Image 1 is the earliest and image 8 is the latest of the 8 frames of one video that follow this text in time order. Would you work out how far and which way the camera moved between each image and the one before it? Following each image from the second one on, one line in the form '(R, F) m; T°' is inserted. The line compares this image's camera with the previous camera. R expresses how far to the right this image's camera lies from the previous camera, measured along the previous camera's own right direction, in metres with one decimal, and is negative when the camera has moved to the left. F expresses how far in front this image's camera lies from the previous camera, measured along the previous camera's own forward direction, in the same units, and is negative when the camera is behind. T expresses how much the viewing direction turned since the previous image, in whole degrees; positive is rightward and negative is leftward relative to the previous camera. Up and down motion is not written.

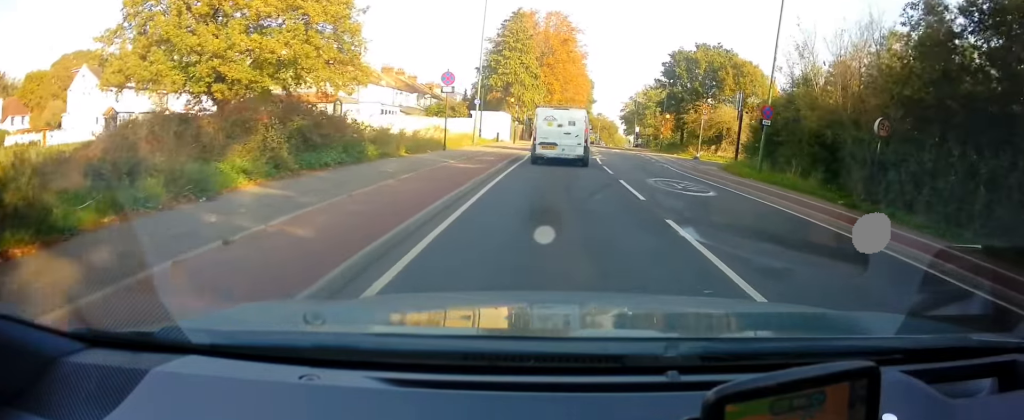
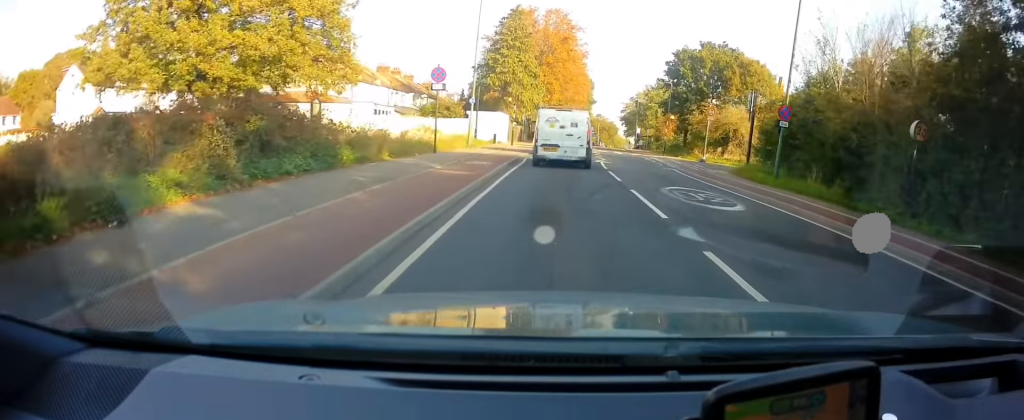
(-0.1, +2.0) m; 0°
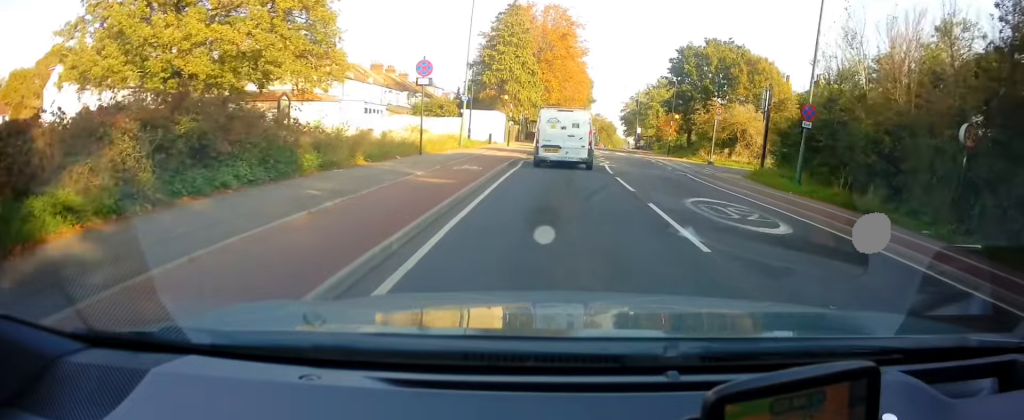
(+0.1, +2.4) m; +2°
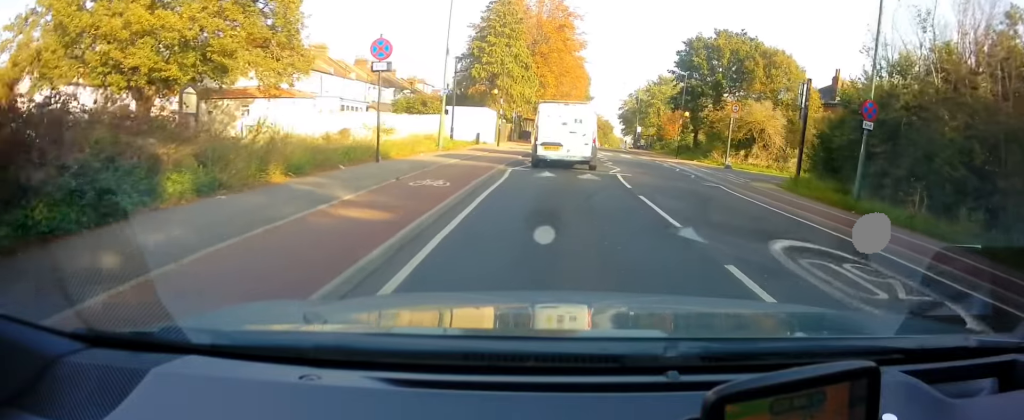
(+0.2, +4.8) m; +1°
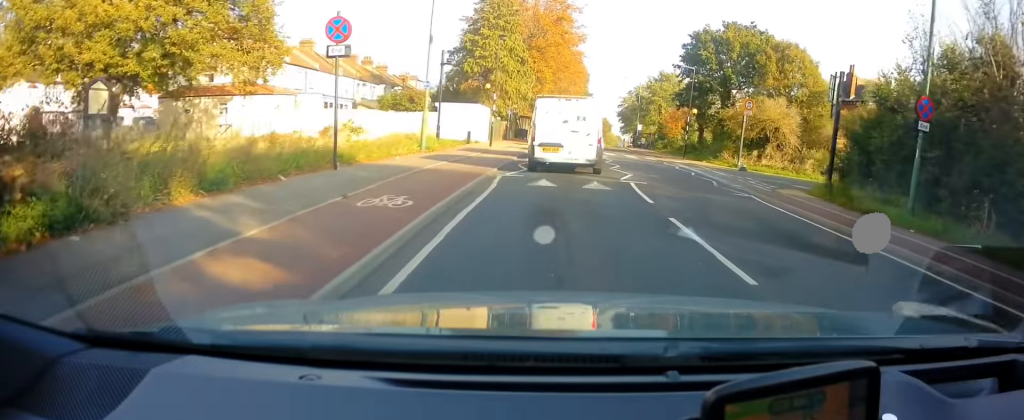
(-0.1, +3.2) m; -1°
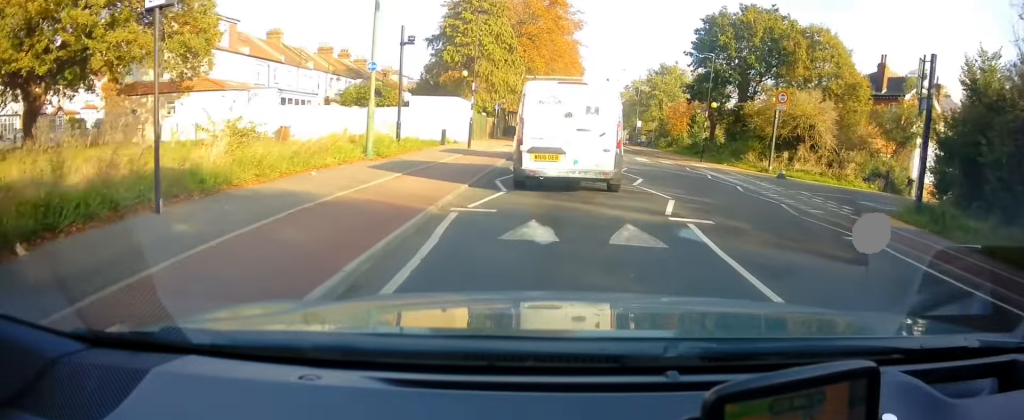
(+0.2, +7.2) m; +5°
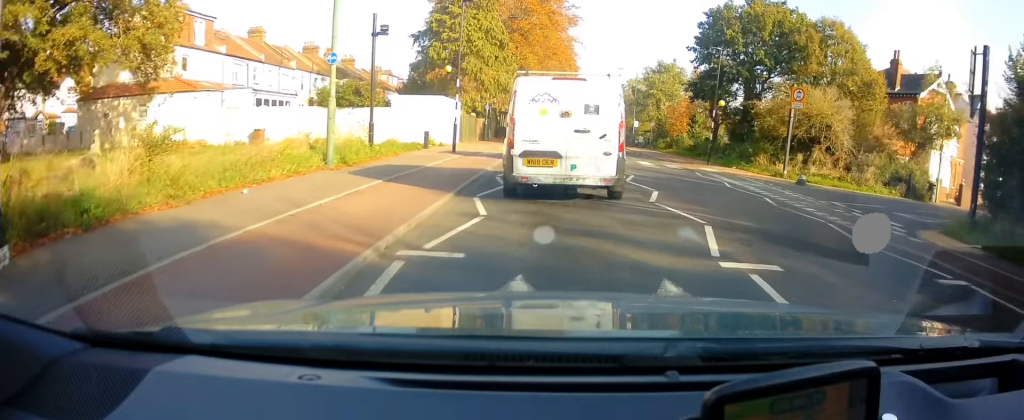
(0.0, +3.7) m; -1°
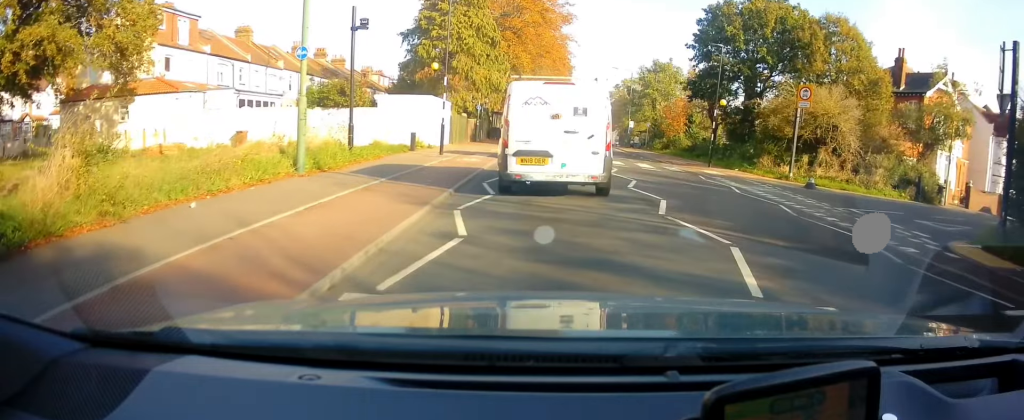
(+0.1, +1.8) m; 0°
